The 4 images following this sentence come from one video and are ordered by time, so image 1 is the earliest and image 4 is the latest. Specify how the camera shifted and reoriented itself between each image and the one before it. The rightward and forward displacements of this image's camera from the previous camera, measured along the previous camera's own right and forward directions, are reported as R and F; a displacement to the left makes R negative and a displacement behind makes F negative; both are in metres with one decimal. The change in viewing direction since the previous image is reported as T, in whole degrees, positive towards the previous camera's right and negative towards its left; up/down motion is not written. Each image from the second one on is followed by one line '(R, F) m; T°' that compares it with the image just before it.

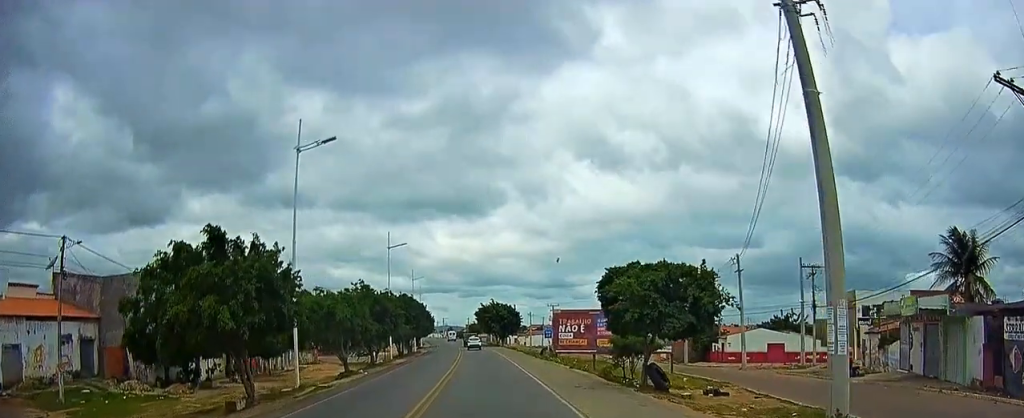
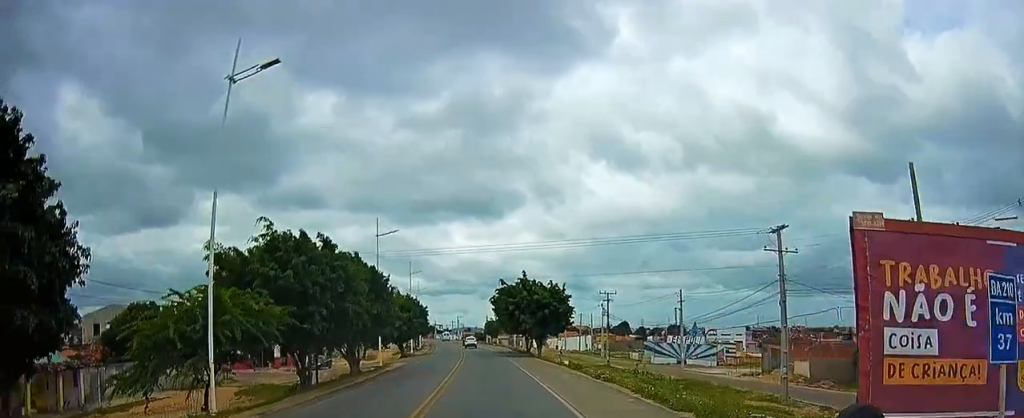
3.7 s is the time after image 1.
(+0.1, +33.7) m; -1°
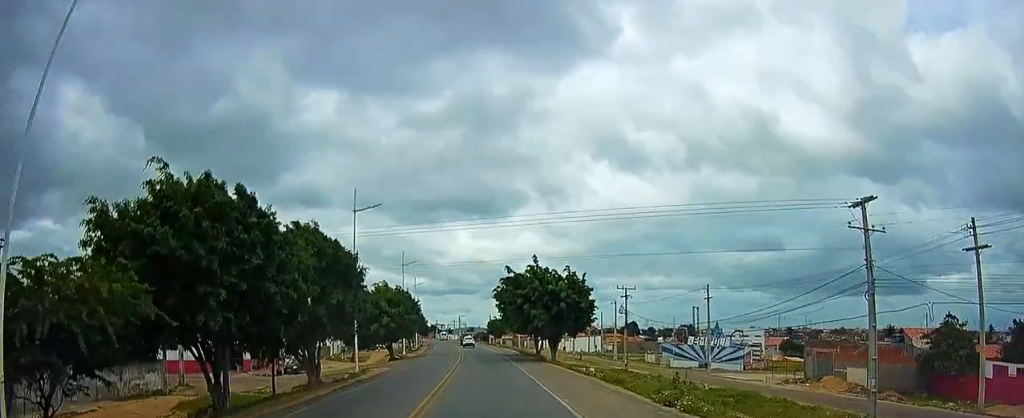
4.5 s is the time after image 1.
(-0.1, +8.0) m; 0°
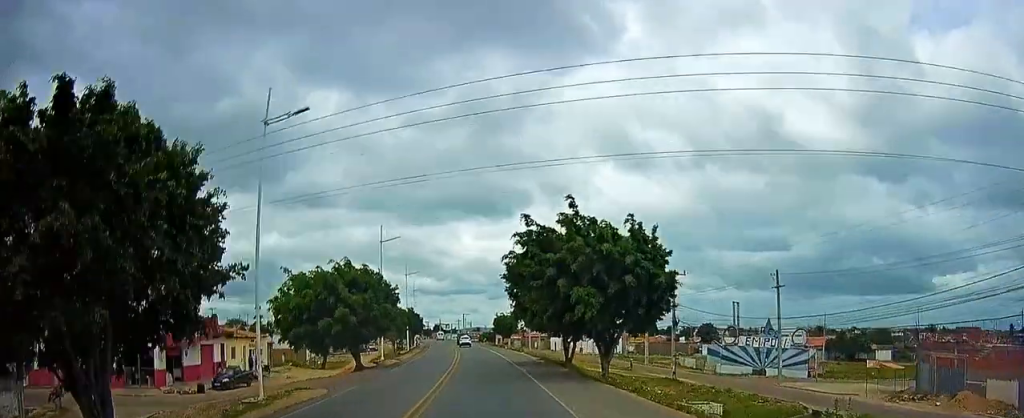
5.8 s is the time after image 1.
(+0.3, +14.8) m; 0°
